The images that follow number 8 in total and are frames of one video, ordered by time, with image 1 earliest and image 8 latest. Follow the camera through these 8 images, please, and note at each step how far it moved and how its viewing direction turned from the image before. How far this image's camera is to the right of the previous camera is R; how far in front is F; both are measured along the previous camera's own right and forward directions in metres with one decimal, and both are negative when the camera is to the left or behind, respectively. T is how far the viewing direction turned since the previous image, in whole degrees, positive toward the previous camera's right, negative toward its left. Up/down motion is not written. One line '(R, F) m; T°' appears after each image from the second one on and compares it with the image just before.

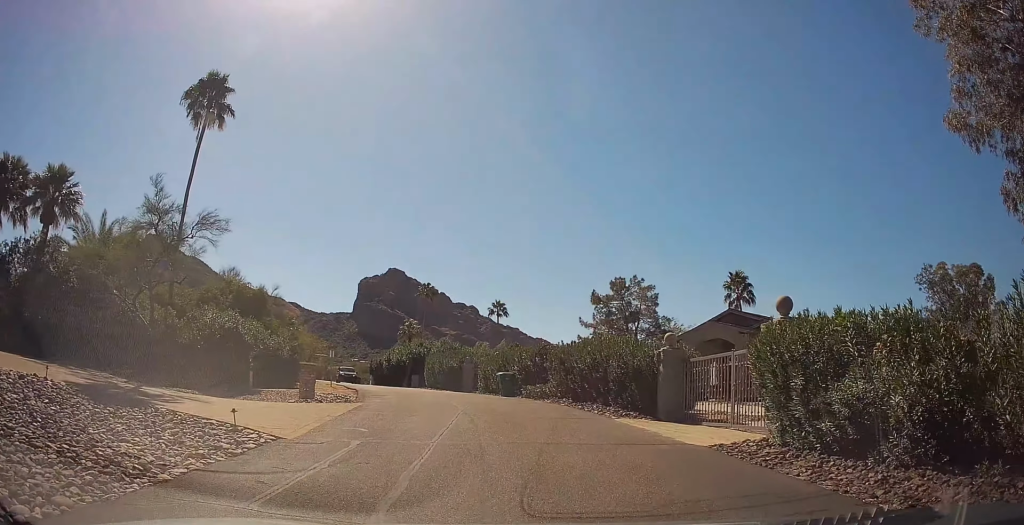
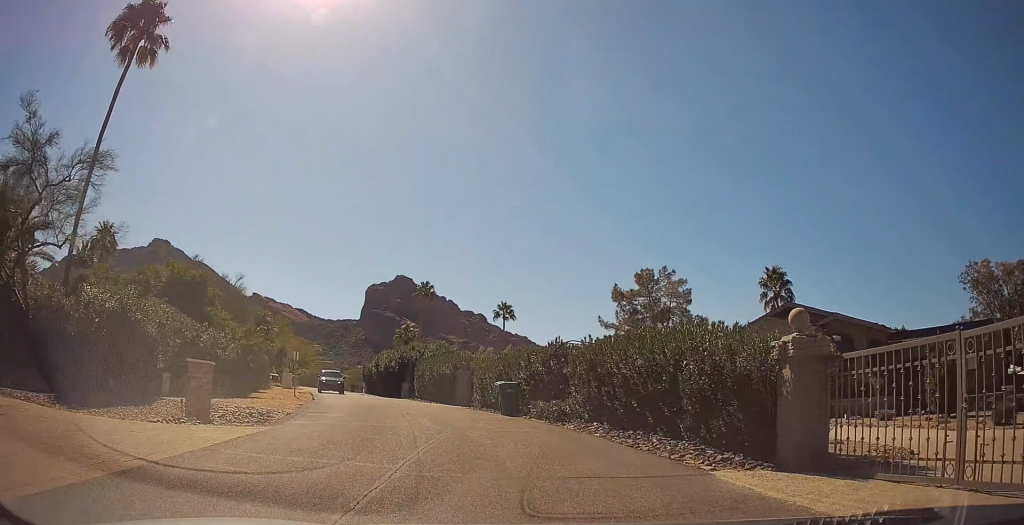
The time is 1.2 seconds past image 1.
(+0.5, +8.3) m; -2°
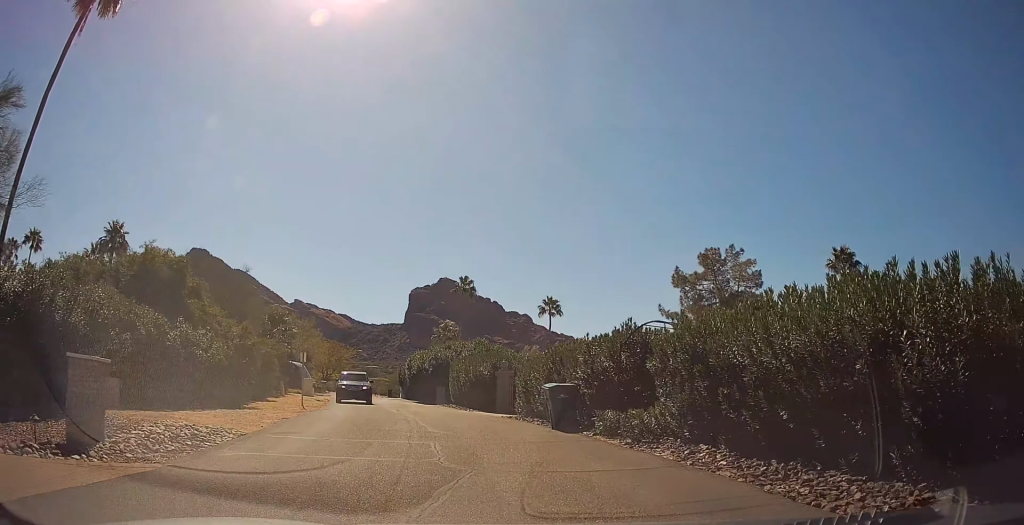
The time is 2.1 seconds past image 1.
(-0.5, +6.1) m; -6°
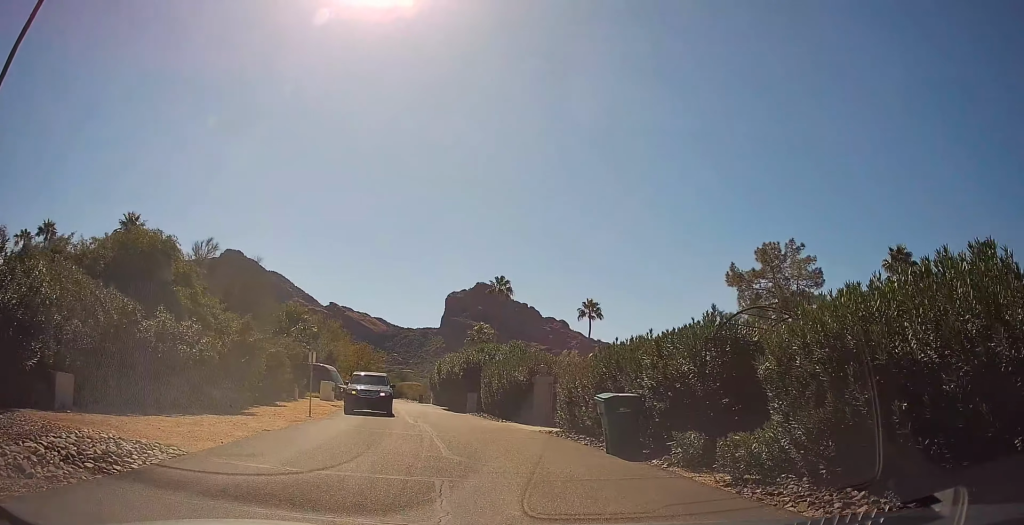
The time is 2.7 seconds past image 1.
(-0.1, +3.8) m; 0°
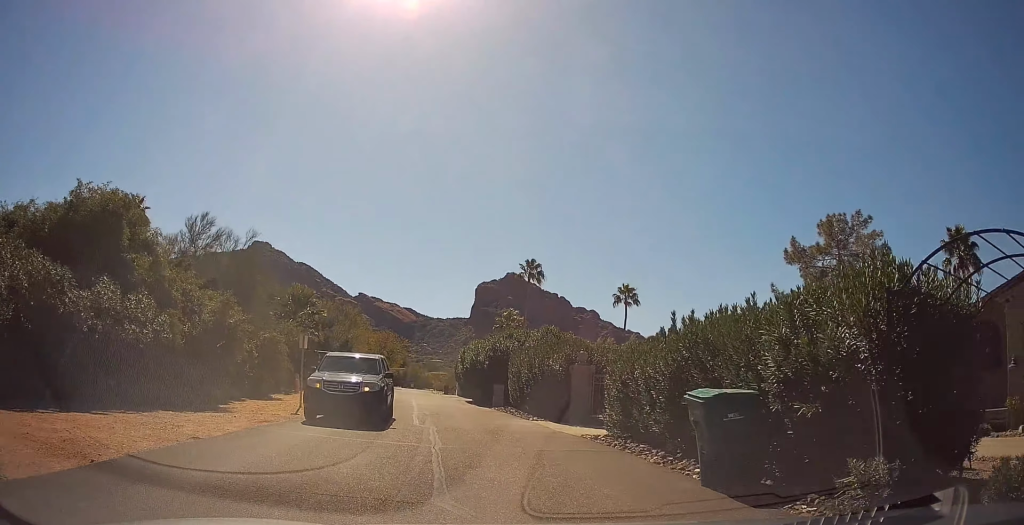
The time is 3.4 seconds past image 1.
(0.0, +4.7) m; -1°
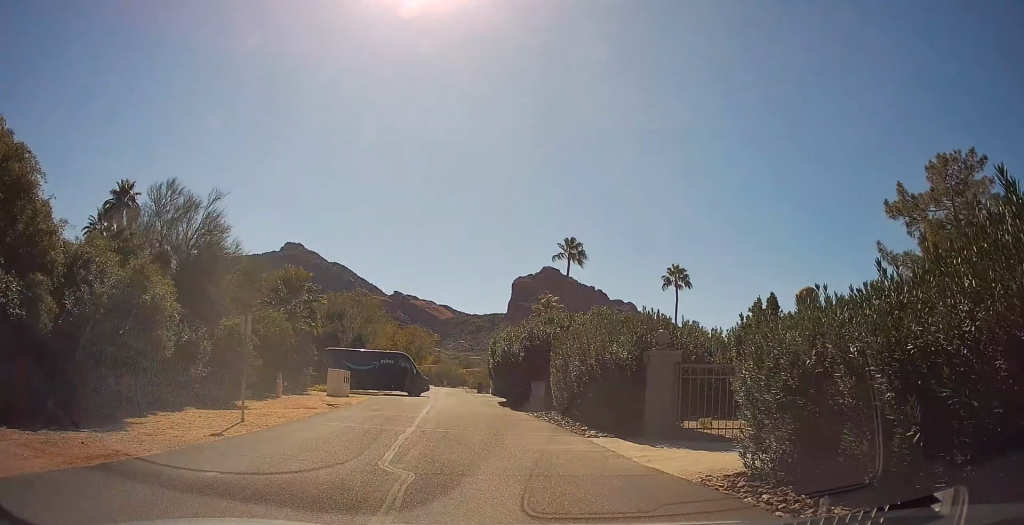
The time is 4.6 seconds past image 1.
(-0.3, +7.9) m; -5°
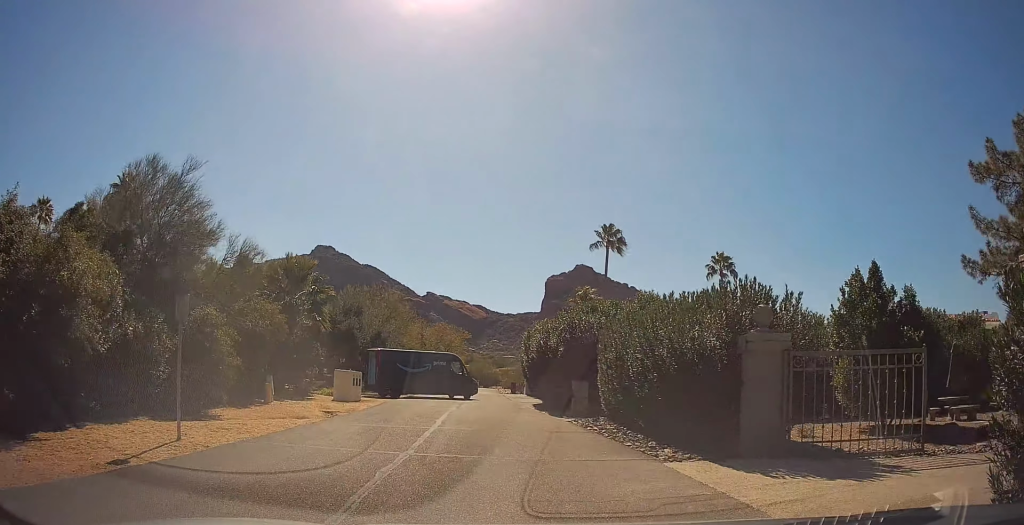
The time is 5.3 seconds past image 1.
(-0.3, +4.8) m; -2°
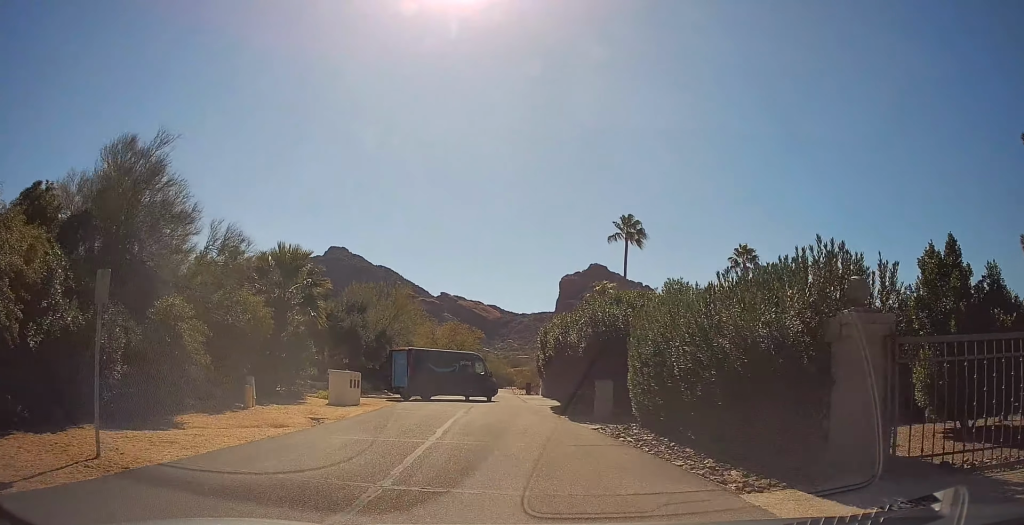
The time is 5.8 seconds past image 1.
(+0.2, +3.0) m; 0°
